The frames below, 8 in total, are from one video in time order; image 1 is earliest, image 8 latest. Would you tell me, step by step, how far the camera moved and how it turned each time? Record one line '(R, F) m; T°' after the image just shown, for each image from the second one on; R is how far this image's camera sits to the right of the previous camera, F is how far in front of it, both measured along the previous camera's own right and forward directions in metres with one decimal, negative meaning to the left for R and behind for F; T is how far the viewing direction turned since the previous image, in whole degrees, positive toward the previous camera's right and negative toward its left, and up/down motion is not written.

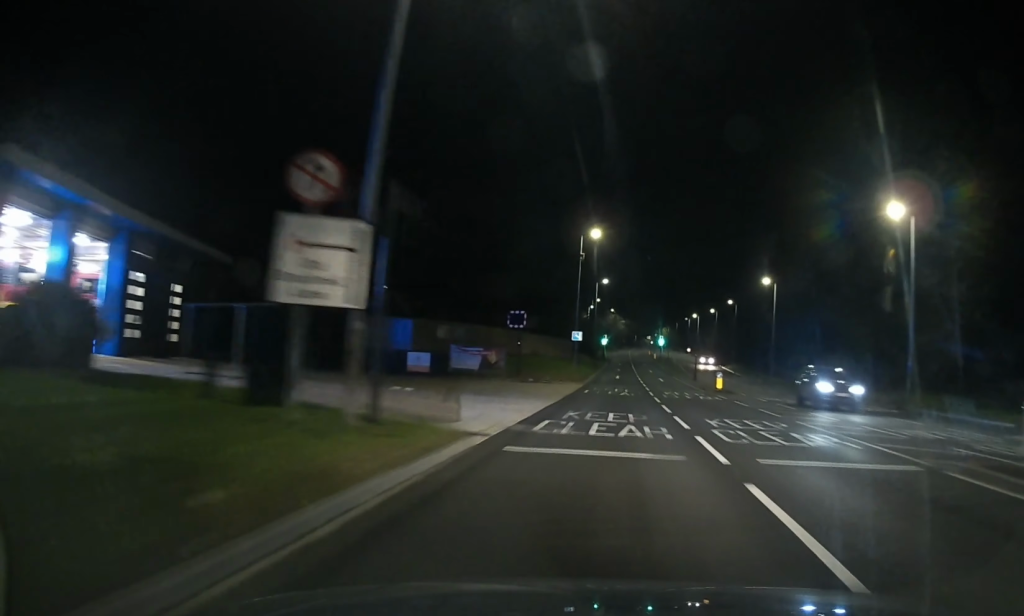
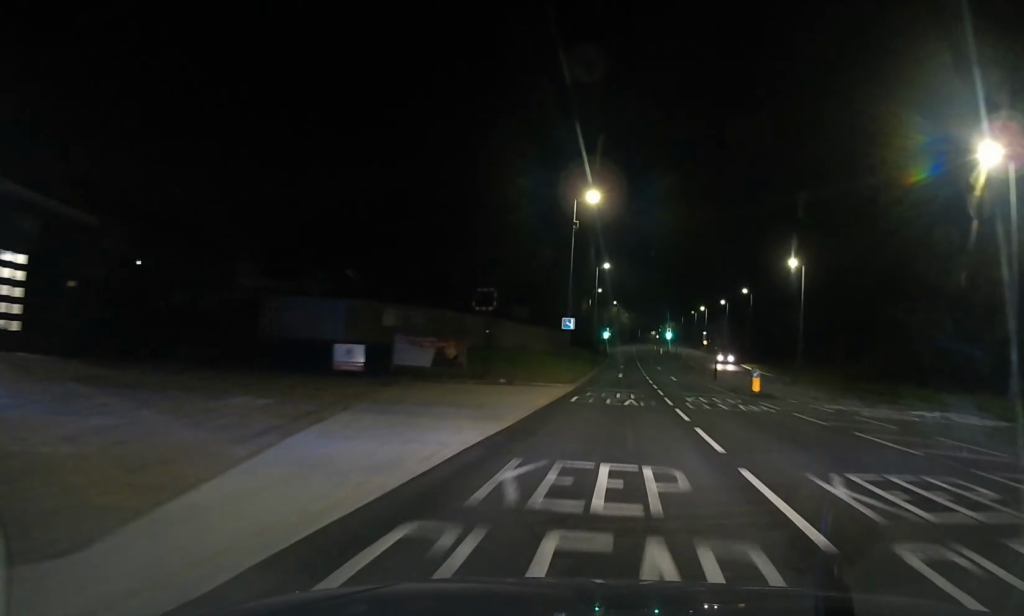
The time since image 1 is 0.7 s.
(-0.3, +11.1) m; 0°
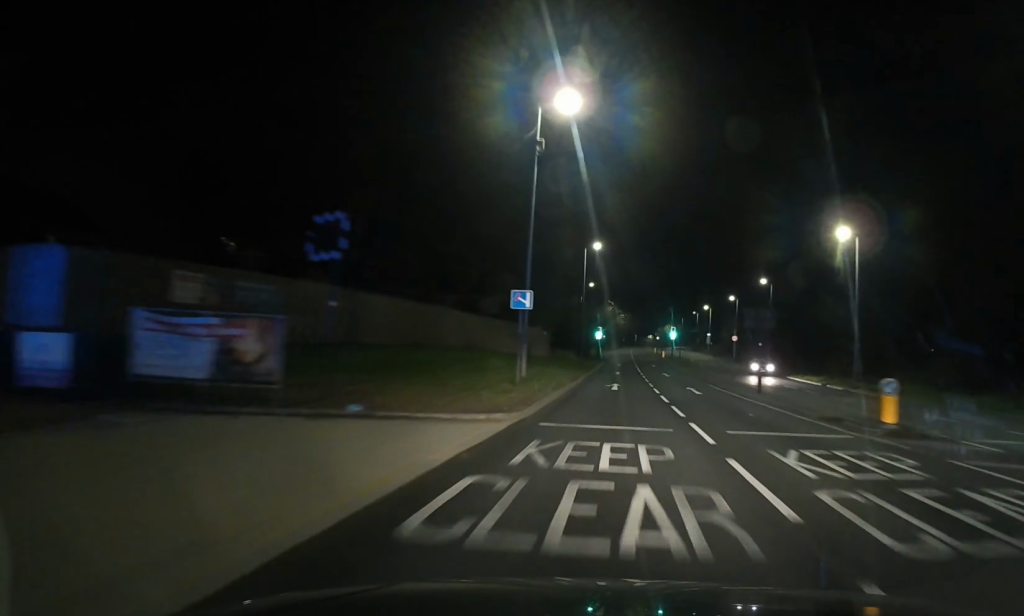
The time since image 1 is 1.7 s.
(+0.3, +17.3) m; +1°
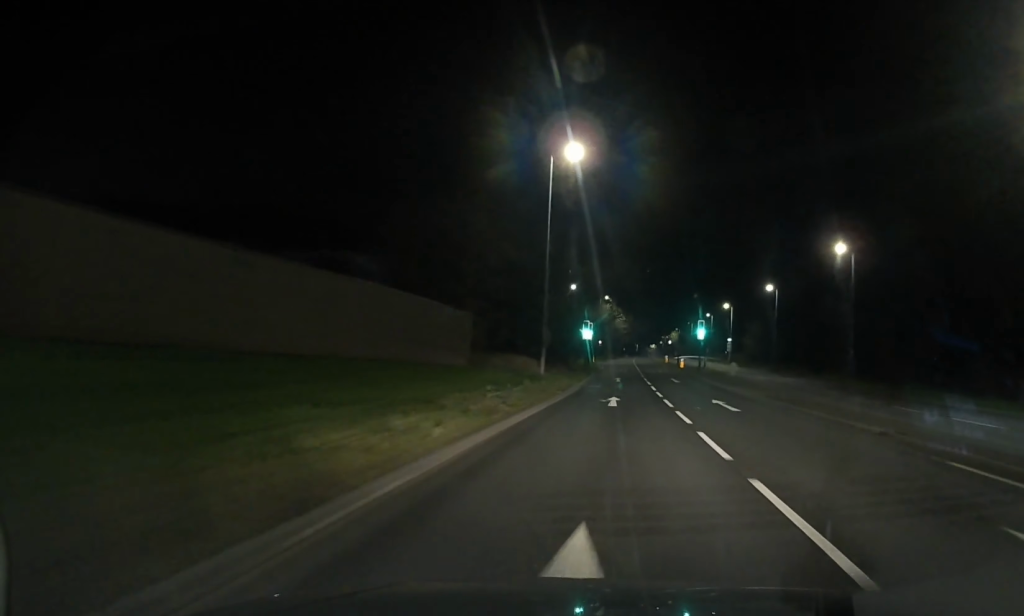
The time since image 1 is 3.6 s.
(-0.6, +32.3) m; -1°
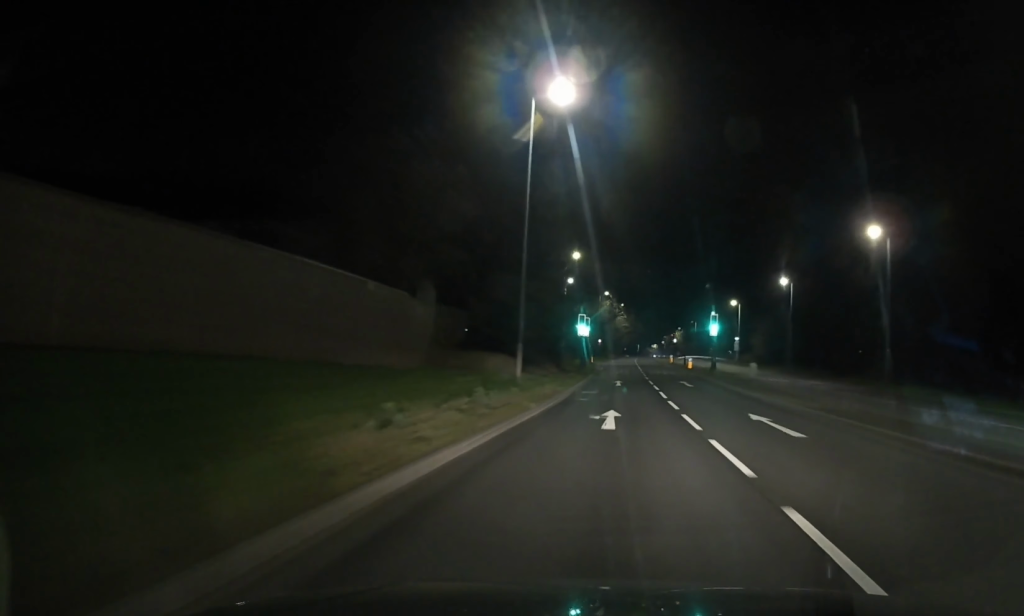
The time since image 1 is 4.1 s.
(+0.1, +8.0) m; 0°
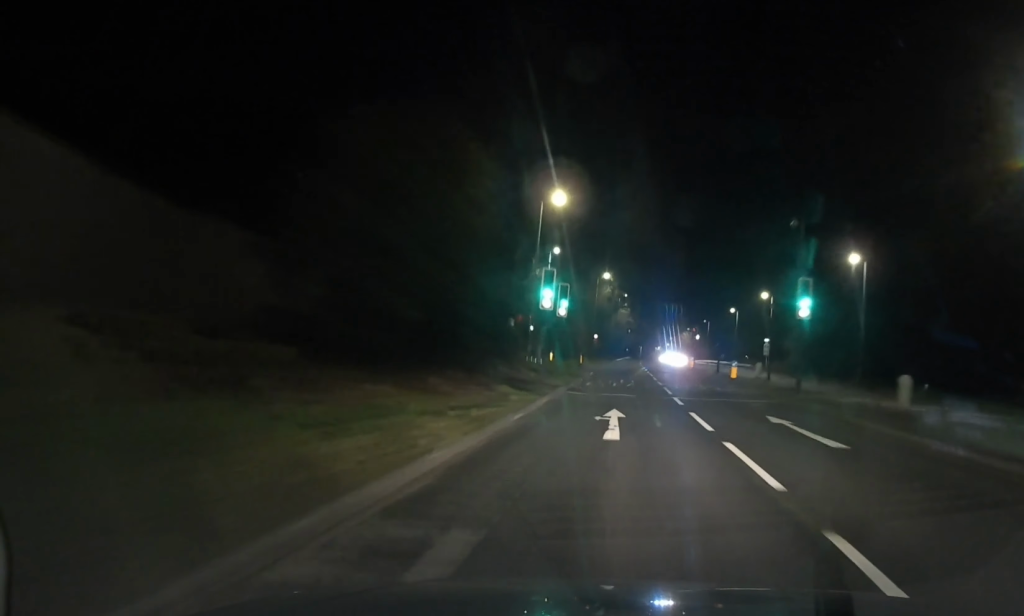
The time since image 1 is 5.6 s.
(+0.3, +25.5) m; 0°
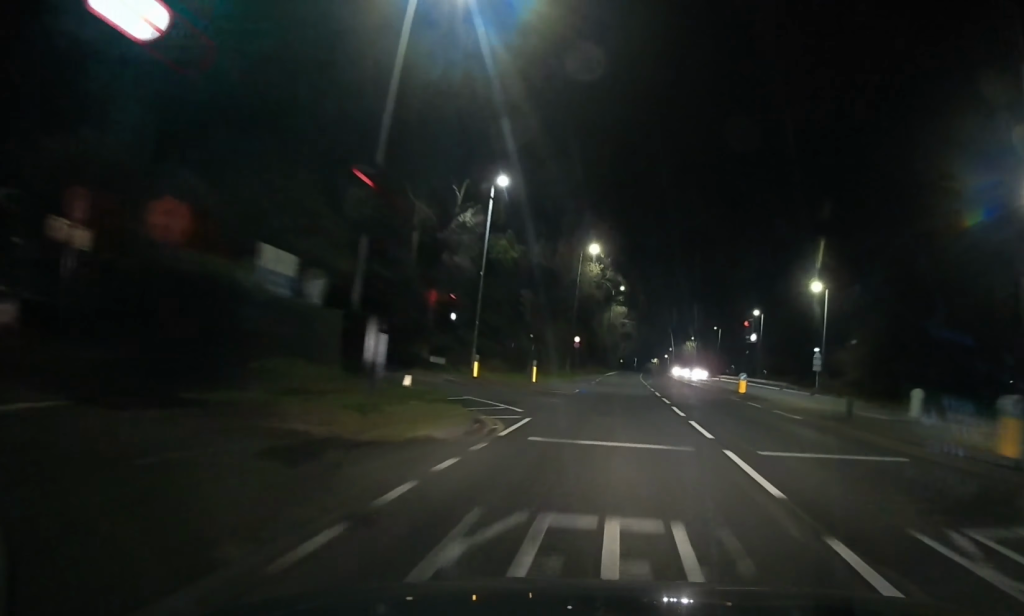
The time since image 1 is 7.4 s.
(0.0, +29.9) m; 0°
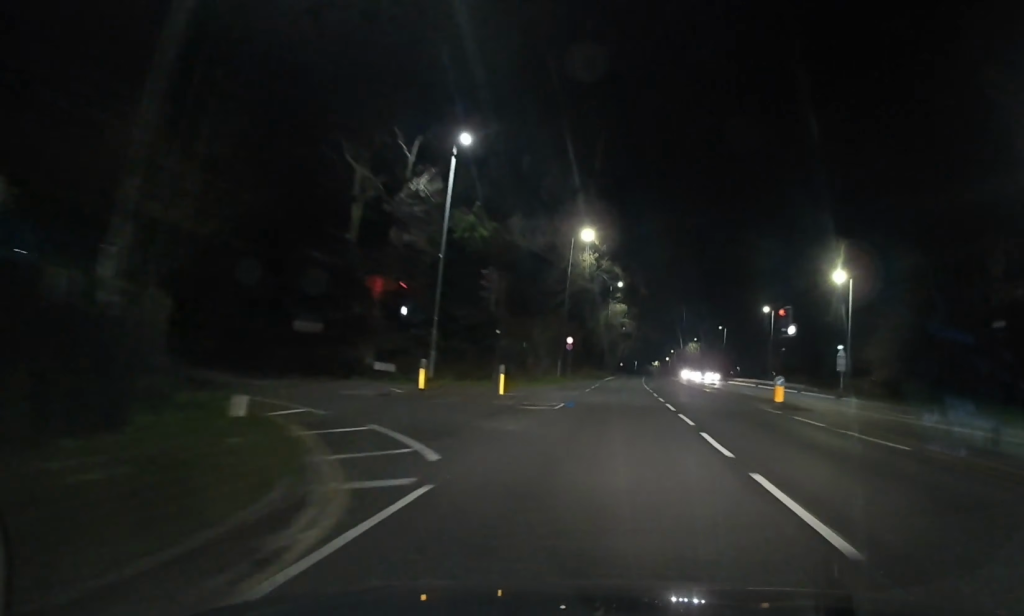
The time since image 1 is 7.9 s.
(0.0, +8.4) m; 0°
